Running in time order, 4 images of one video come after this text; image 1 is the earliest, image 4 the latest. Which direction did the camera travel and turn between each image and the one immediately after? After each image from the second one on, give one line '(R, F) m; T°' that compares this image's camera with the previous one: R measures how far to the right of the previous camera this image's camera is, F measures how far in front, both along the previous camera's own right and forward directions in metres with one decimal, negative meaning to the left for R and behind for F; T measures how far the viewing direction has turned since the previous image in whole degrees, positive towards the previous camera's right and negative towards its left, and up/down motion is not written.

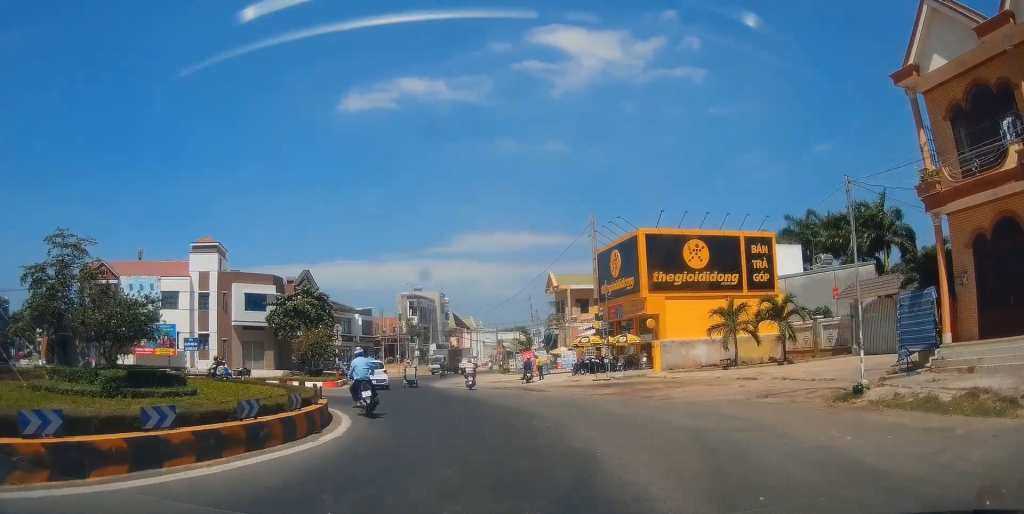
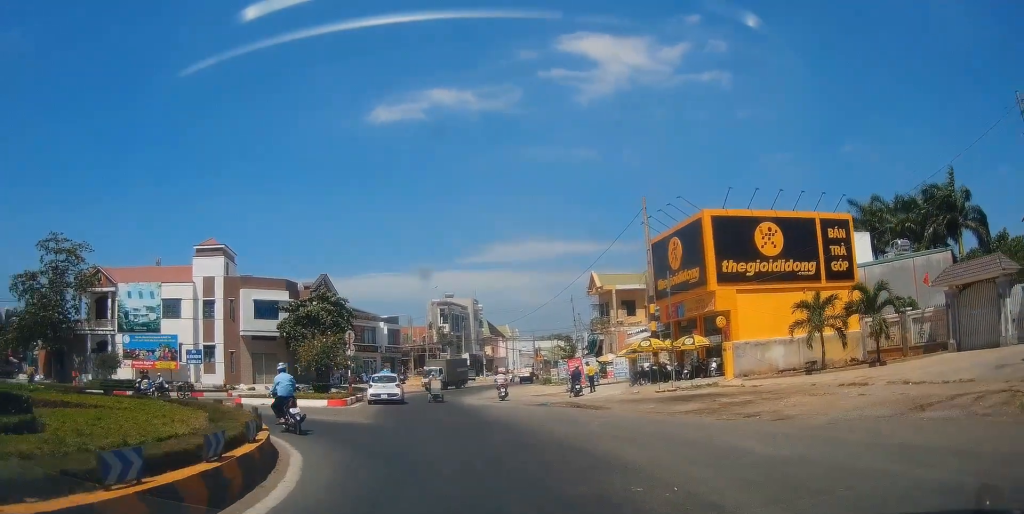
(-0.1, +7.0) m; 0°
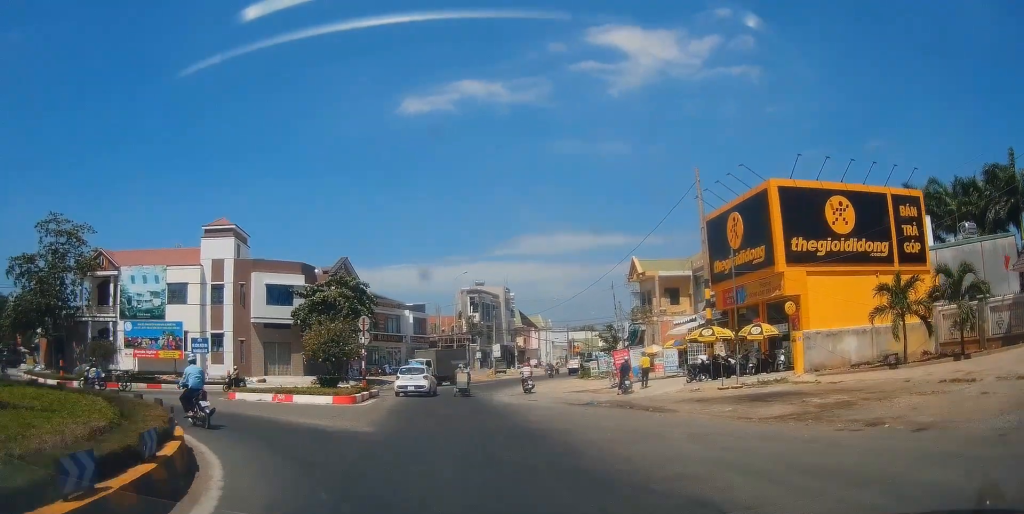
(+0.1, +4.9) m; -3°
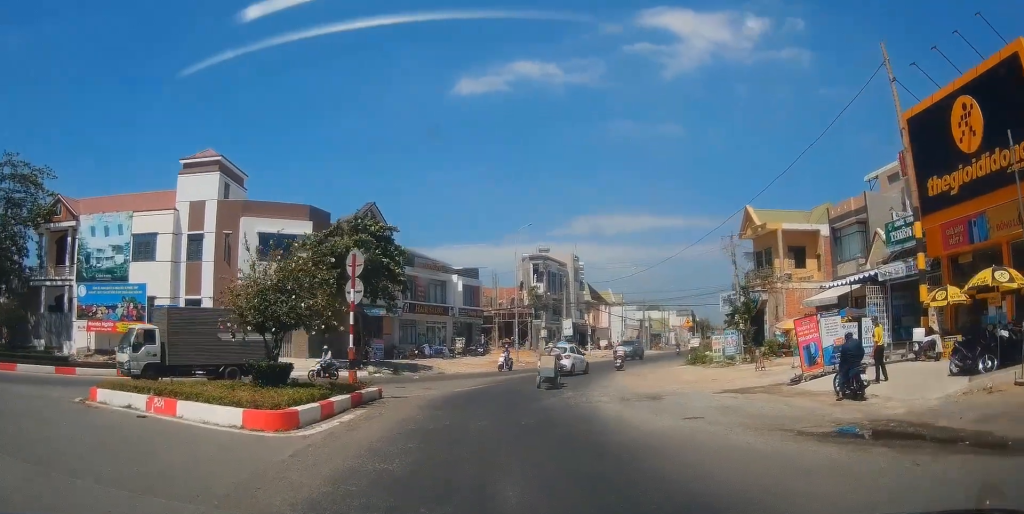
(-1.8, +14.5) m; -12°
